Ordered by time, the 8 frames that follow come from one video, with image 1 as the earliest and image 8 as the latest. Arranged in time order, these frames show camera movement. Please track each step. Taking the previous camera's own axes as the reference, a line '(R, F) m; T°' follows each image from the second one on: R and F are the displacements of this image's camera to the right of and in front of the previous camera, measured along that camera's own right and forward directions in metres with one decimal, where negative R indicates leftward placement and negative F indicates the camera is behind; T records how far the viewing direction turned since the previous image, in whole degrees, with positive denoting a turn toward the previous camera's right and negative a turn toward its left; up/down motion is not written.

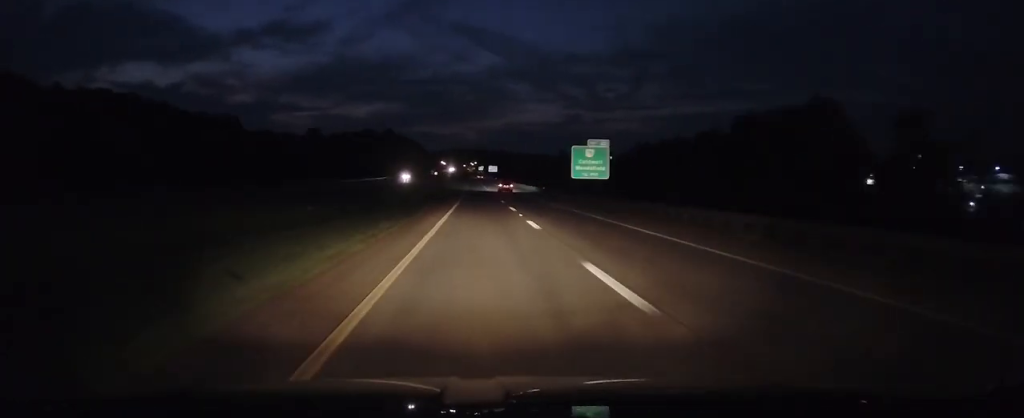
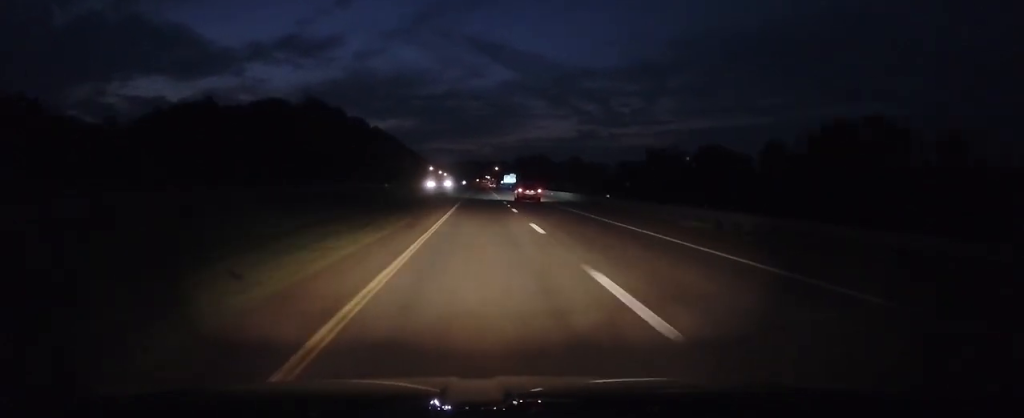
(-3.2, +309.0) m; -1°
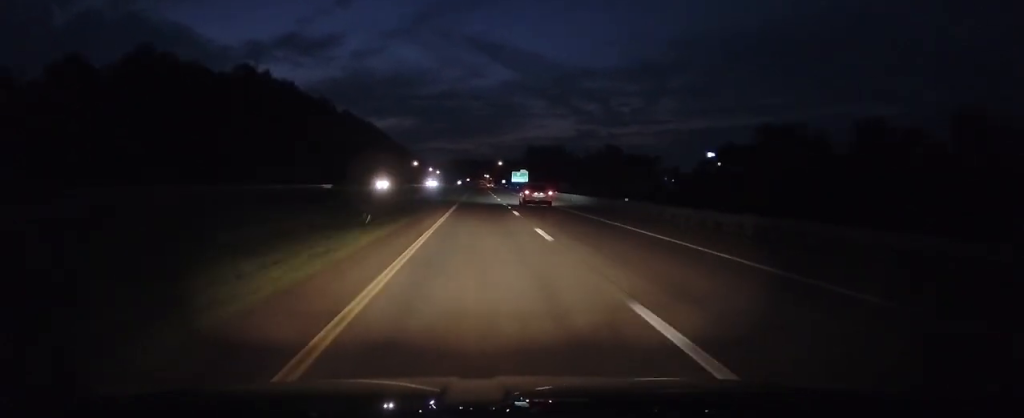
(-0.3, +73.4) m; 0°
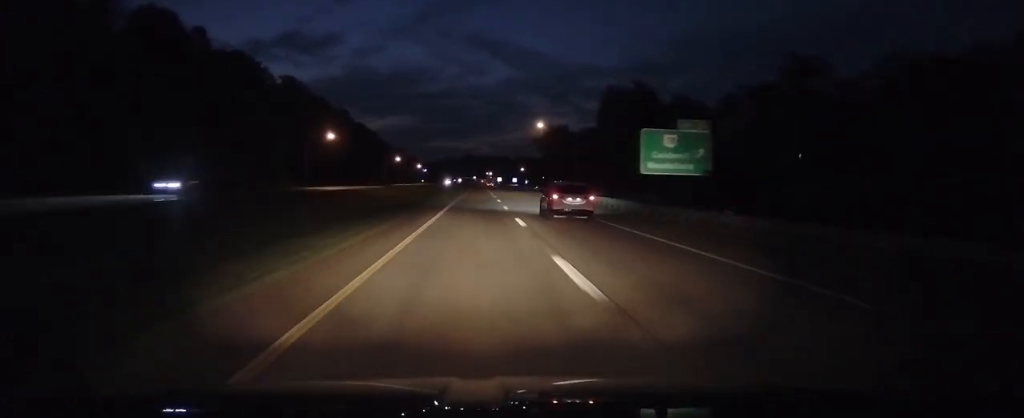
(+0.5, +148.7) m; 0°
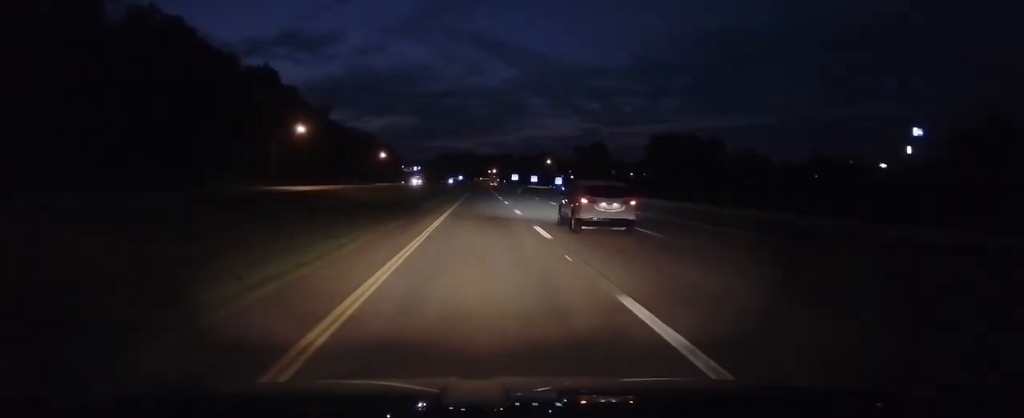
(-0.2, +123.6) m; 0°
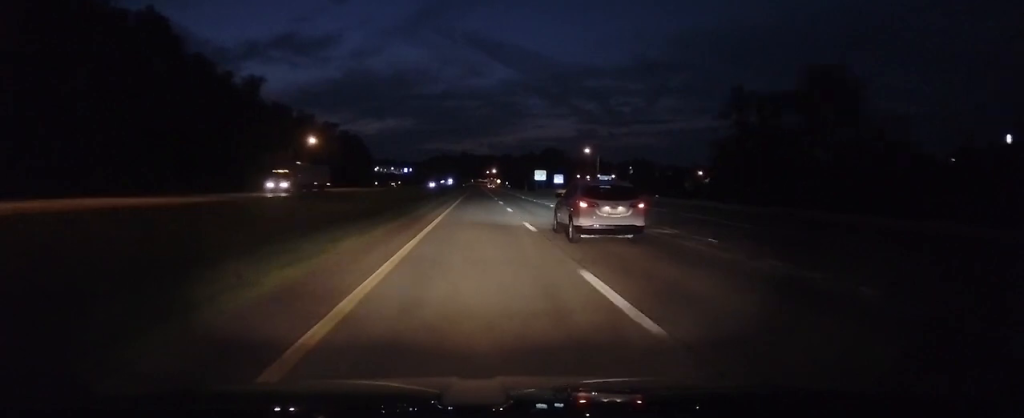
(-0.4, +82.3) m; 0°
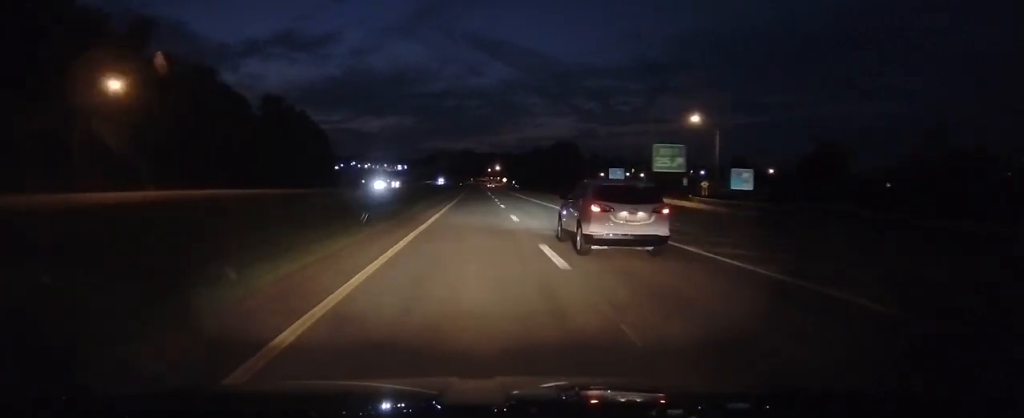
(-0.1, +69.0) m; 0°
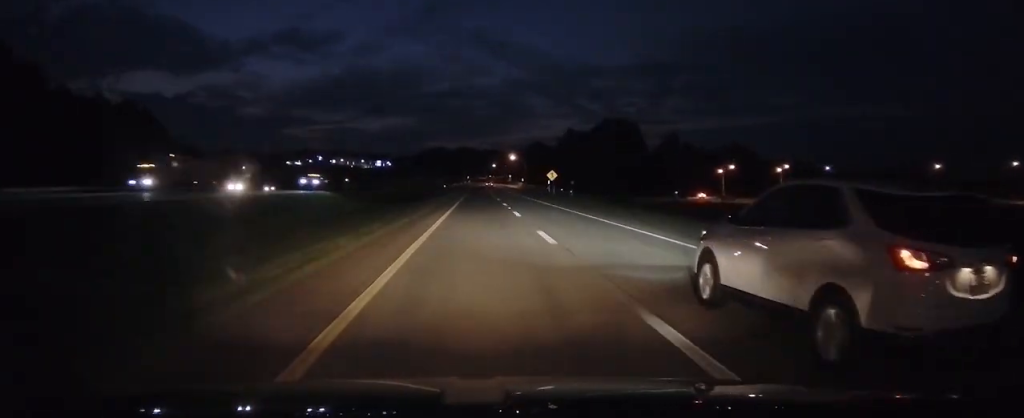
(+0.8, +153.3) m; 0°
